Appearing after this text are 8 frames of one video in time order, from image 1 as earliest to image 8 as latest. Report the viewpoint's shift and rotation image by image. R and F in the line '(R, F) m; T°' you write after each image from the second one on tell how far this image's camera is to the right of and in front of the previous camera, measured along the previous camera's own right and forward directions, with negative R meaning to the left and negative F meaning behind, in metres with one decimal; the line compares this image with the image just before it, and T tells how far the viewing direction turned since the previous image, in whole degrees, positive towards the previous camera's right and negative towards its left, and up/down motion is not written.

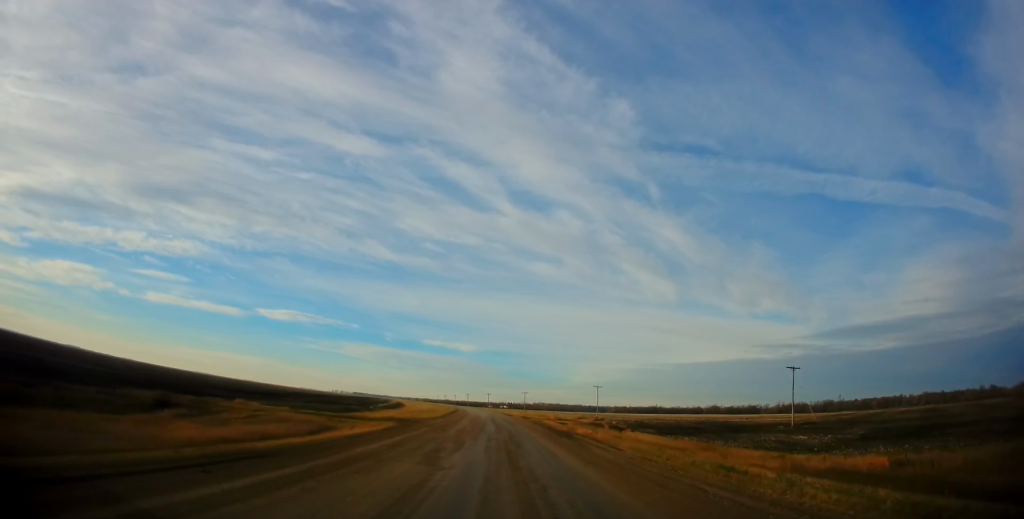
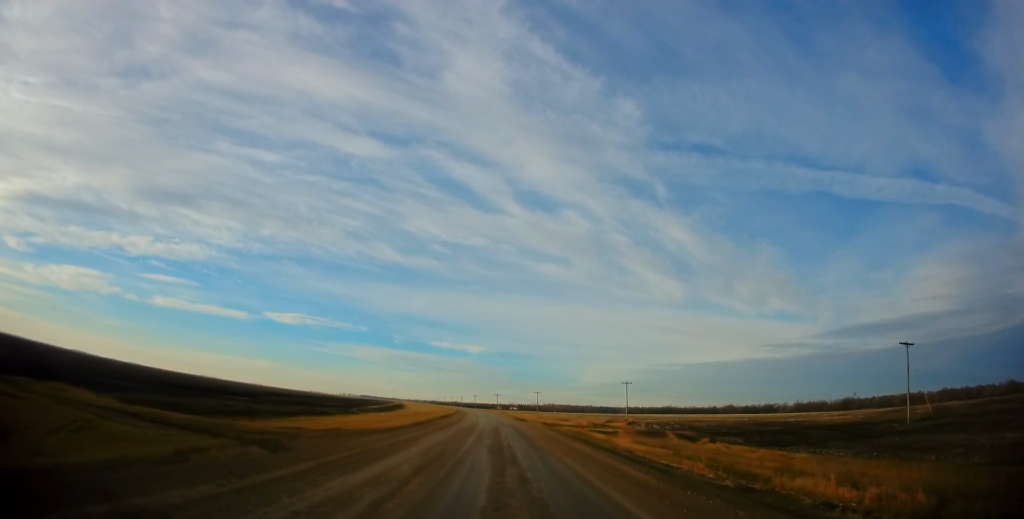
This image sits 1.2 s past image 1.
(-0.1, +24.7) m; -1°
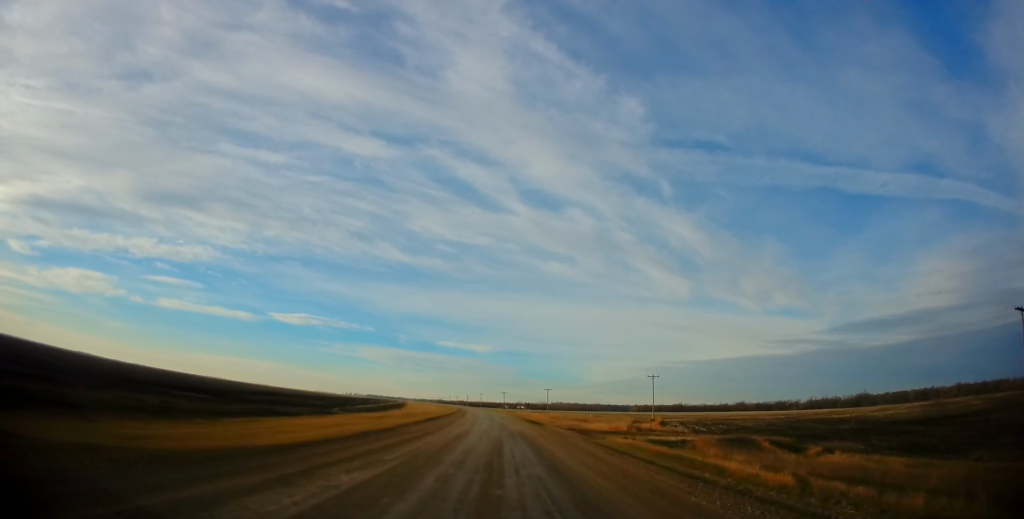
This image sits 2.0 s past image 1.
(-0.1, +16.6) m; 0°
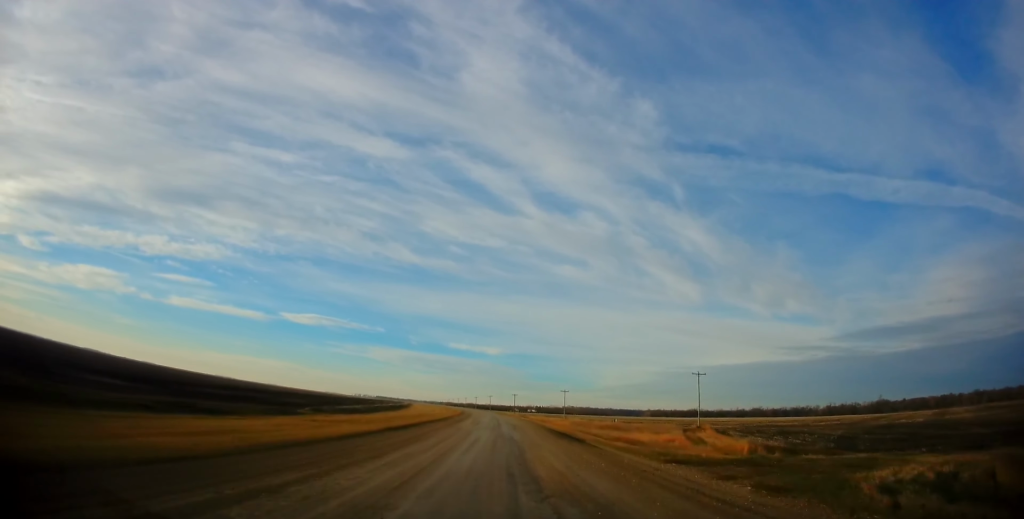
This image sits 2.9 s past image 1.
(0.0, +19.7) m; -1°
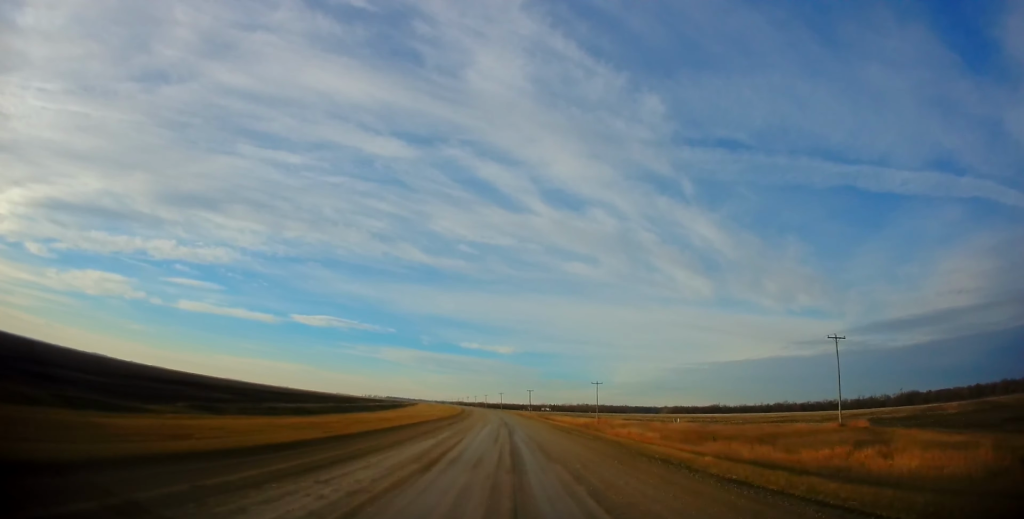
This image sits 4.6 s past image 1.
(-0.9, +33.2) m; -2°
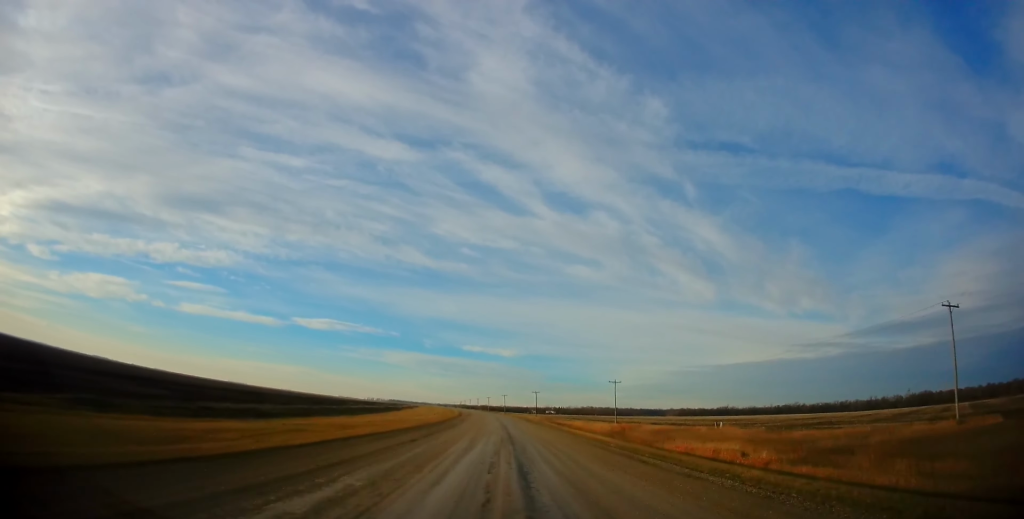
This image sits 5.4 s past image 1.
(+0.1, +13.9) m; +1°
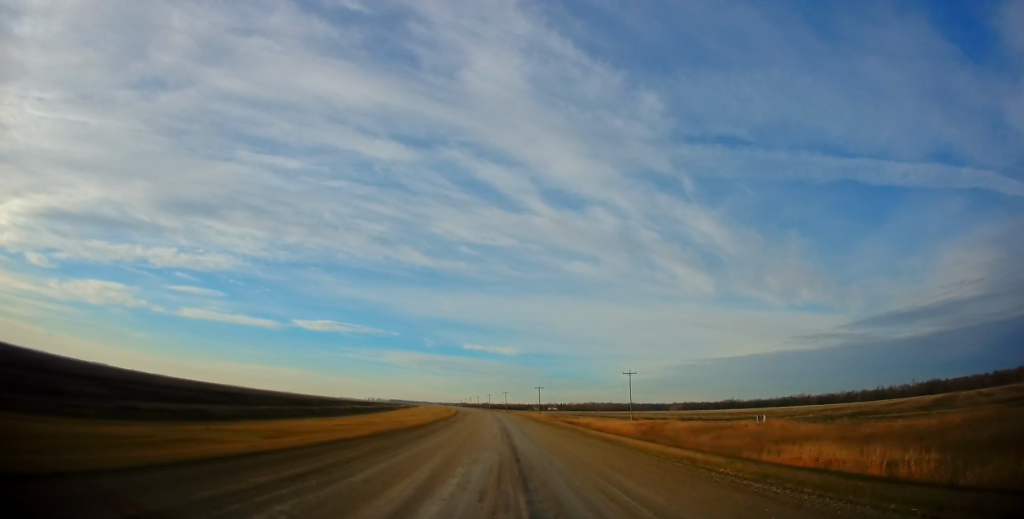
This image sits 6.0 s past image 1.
(+0.1, +10.3) m; 0°
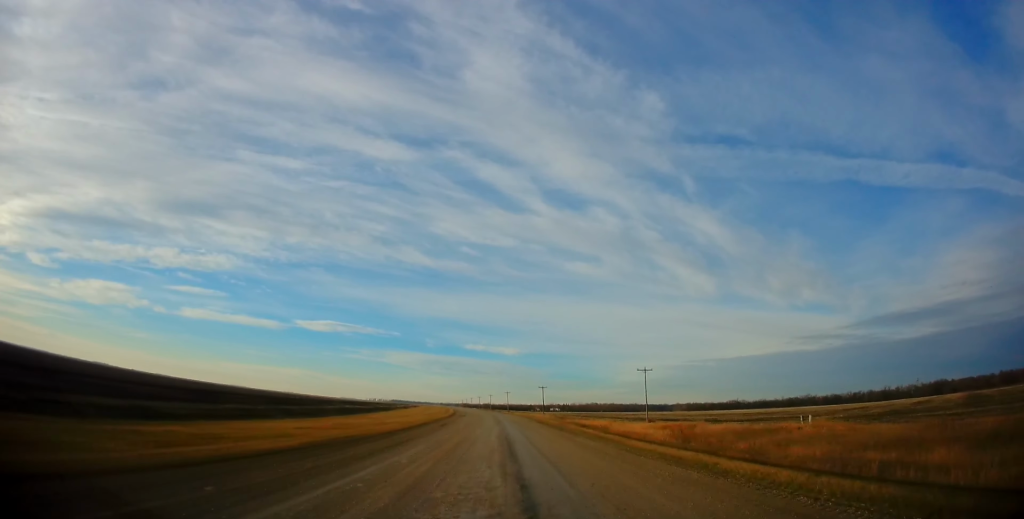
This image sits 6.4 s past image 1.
(+0.1, +7.9) m; 0°
